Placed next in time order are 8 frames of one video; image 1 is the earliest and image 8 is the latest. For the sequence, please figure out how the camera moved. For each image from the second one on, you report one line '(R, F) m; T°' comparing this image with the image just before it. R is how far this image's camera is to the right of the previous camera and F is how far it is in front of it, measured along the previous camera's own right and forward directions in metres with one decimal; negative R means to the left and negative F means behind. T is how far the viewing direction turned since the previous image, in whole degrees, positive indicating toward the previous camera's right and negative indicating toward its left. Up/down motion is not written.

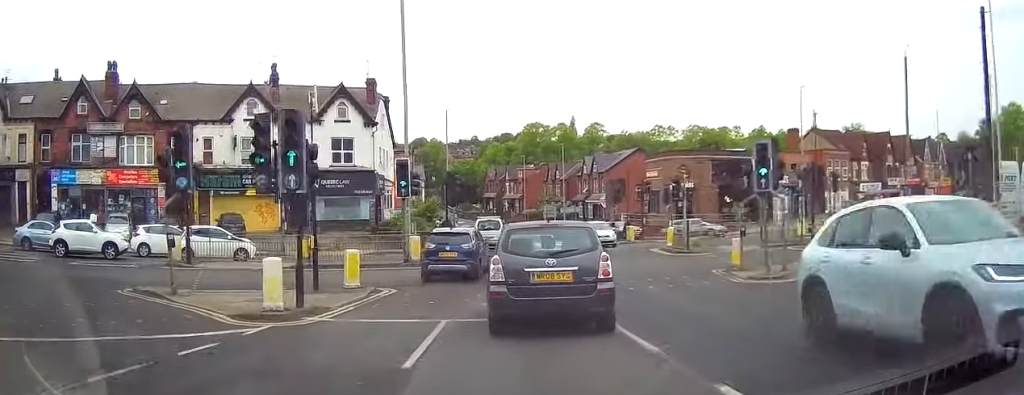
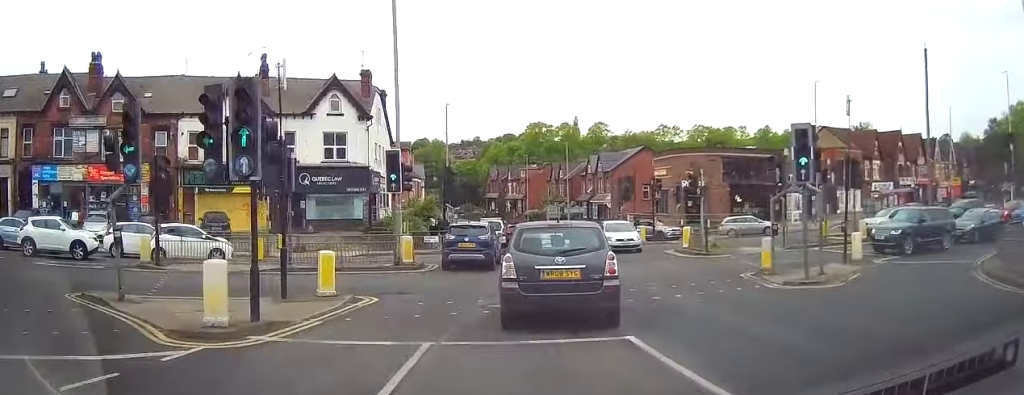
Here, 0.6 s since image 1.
(+0.1, +2.7) m; -1°
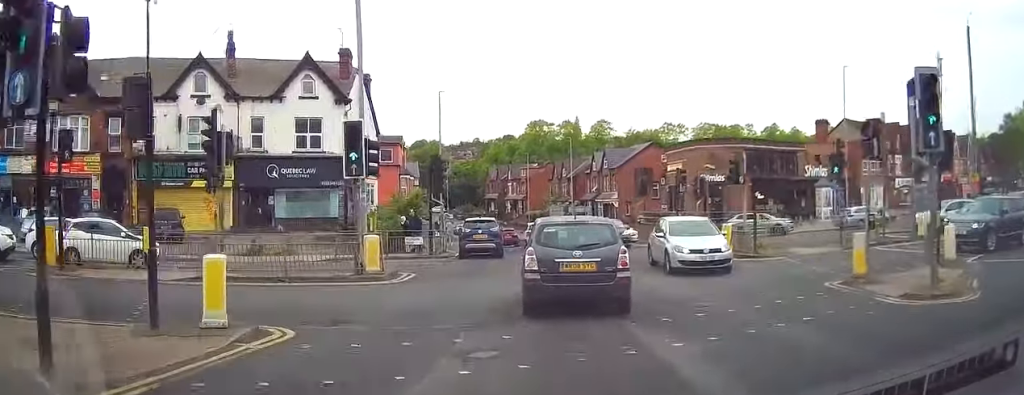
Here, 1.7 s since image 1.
(-0.3, +6.0) m; -4°
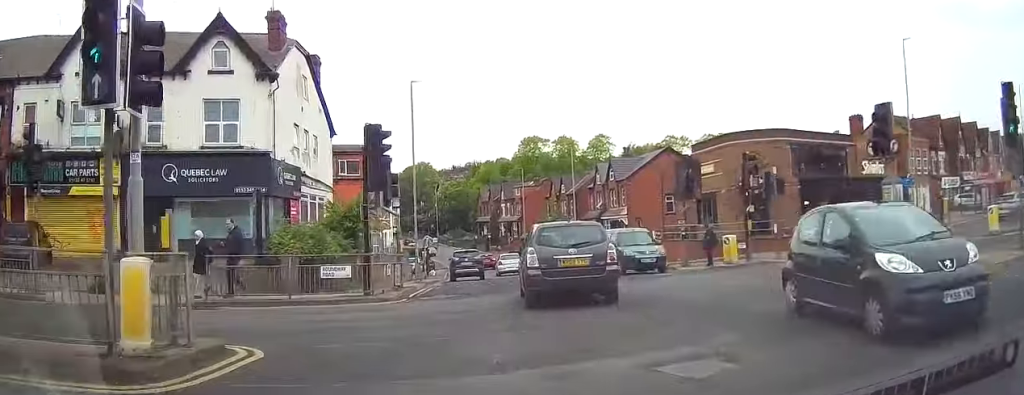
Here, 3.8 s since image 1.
(-0.2, +11.3) m; +1°
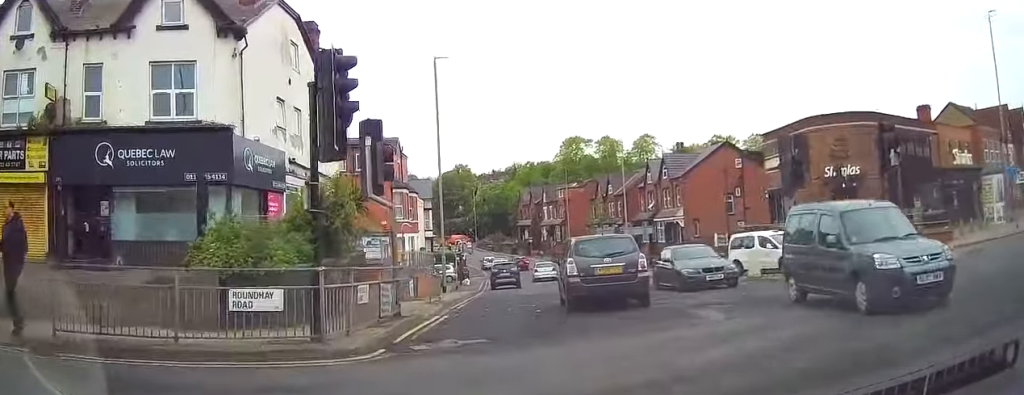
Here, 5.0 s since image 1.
(0.0, +7.4) m; 0°
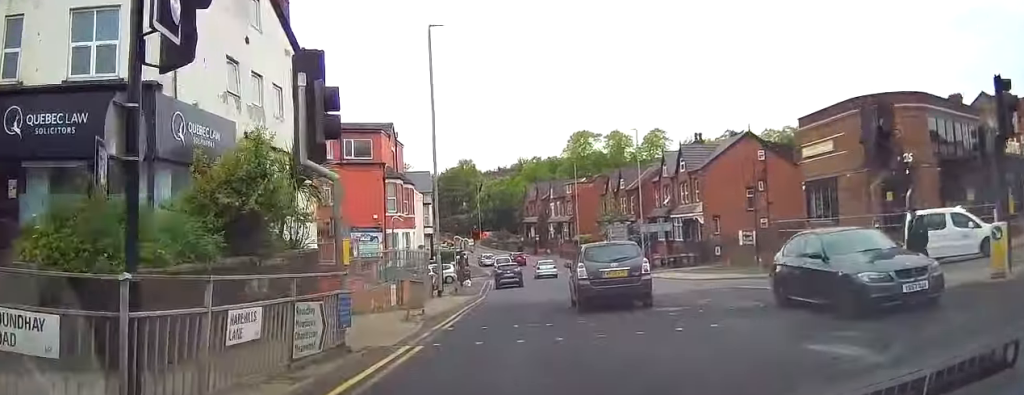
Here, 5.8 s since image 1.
(0.0, +5.4) m; +2°
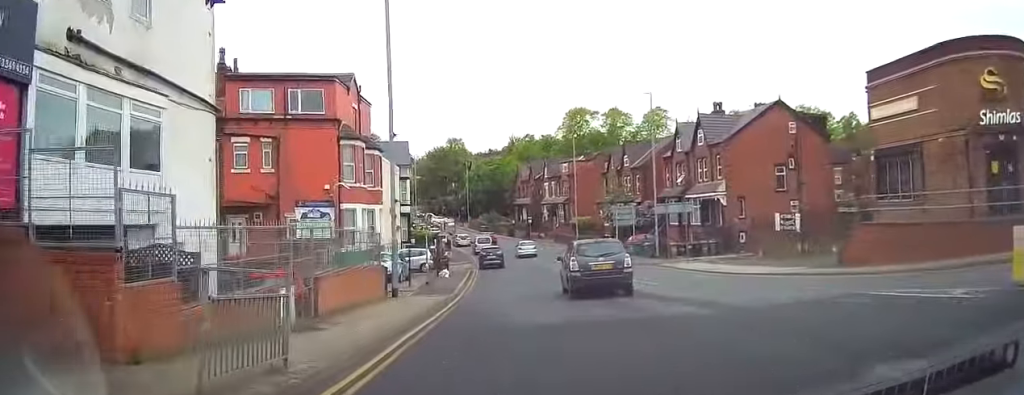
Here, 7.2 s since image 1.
(+0.4, +10.0) m; +2°
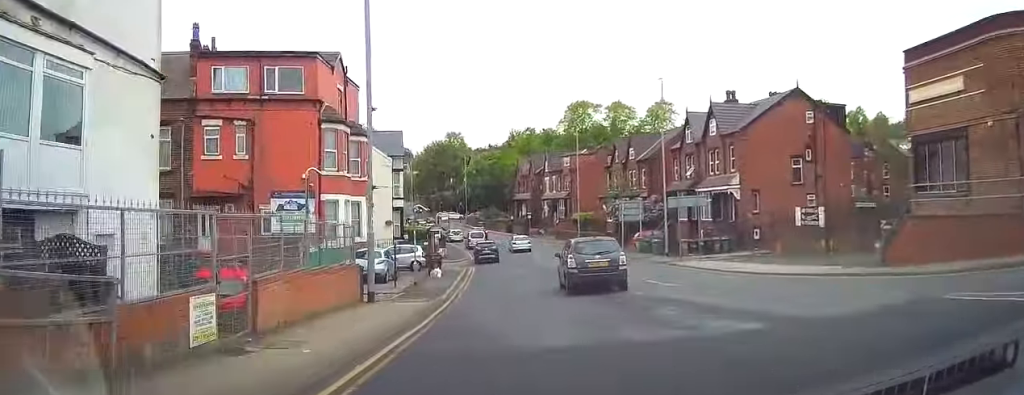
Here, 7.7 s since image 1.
(0.0, +3.7) m; 0°
